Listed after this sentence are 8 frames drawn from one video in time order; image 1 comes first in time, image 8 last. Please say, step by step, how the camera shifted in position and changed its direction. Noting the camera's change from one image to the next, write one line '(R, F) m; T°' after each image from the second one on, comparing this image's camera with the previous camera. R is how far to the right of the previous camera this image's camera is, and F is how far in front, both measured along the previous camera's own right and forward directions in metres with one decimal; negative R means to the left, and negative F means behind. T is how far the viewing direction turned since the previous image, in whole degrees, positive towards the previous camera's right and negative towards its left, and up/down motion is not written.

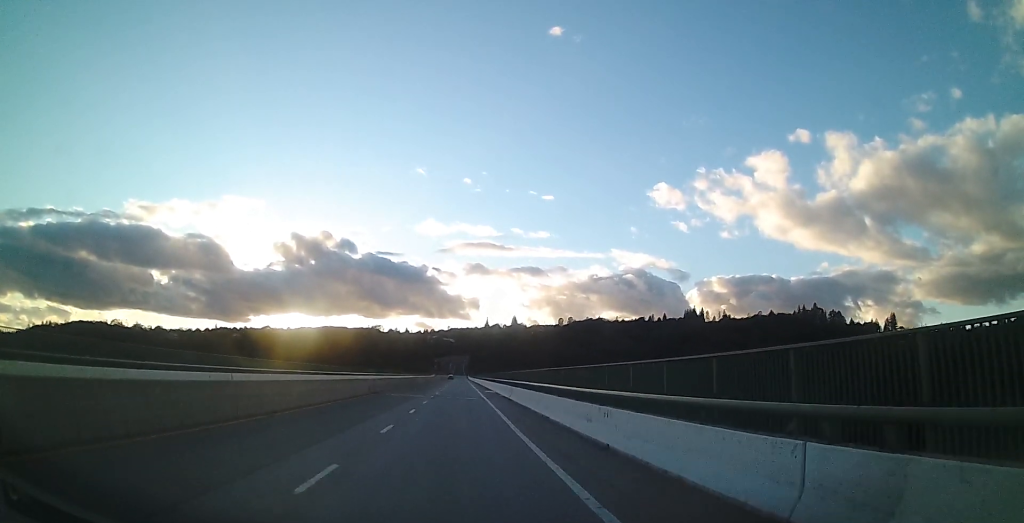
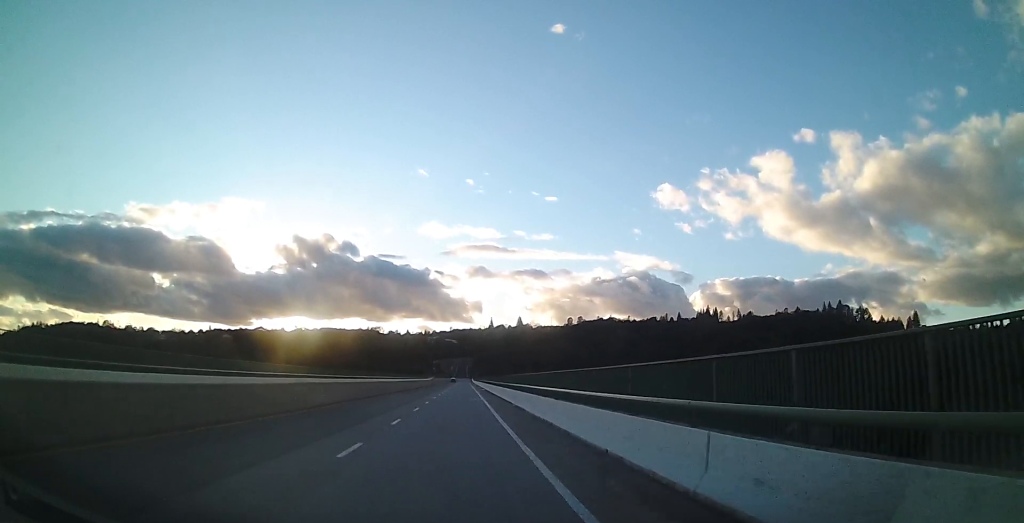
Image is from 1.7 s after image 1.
(-0.3, +48.0) m; 0°
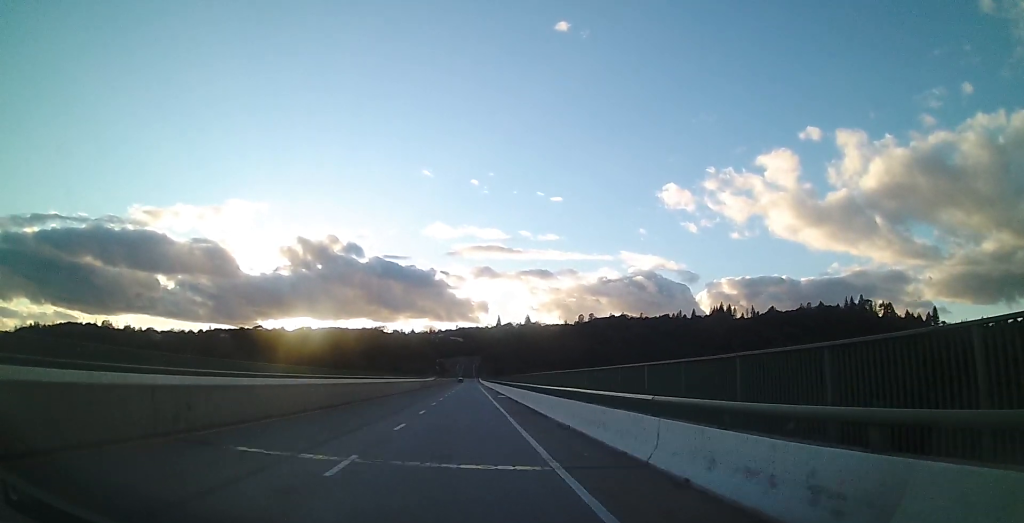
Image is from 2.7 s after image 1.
(-0.1, +30.7) m; -1°
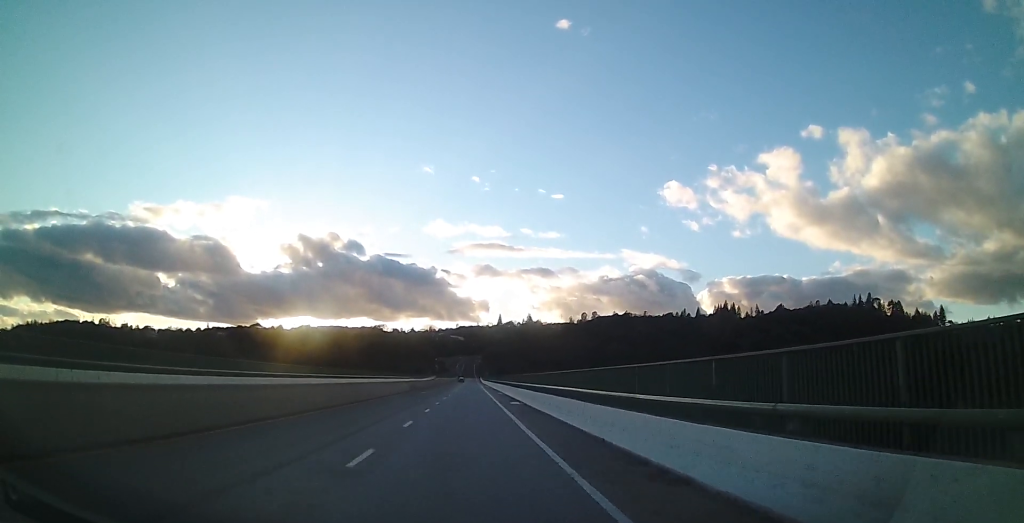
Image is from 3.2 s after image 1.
(-0.1, +13.5) m; 0°
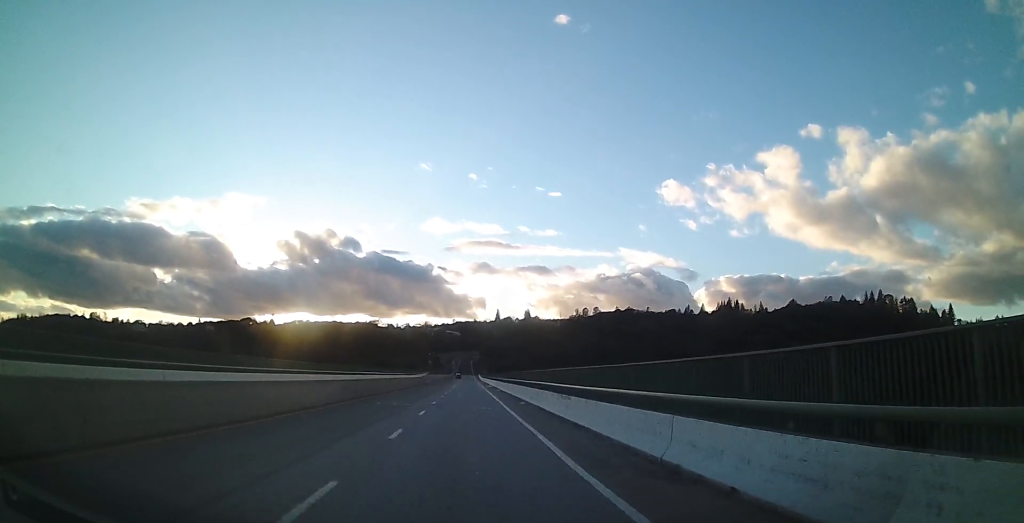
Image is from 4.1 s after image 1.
(-0.1, +25.2) m; 0°
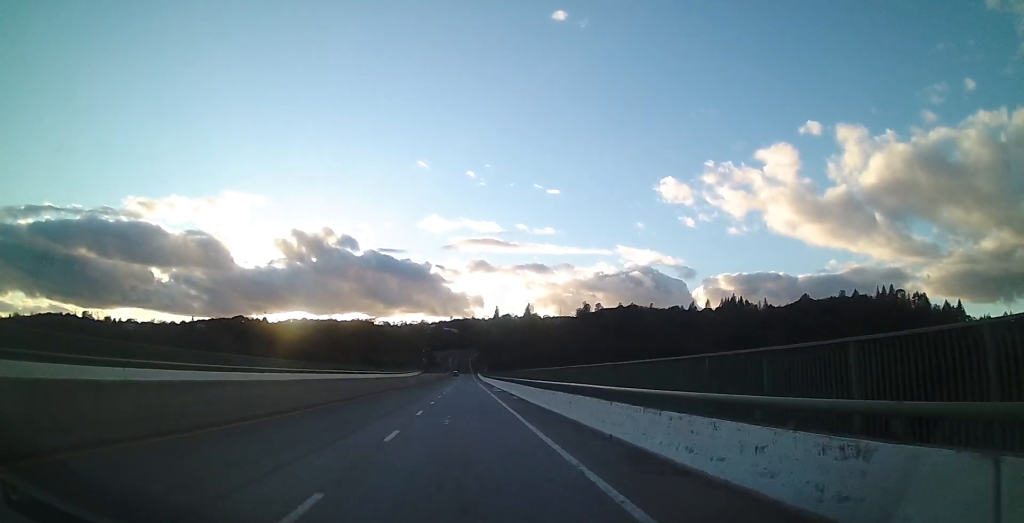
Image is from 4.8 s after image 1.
(0.0, +22.6) m; 0°
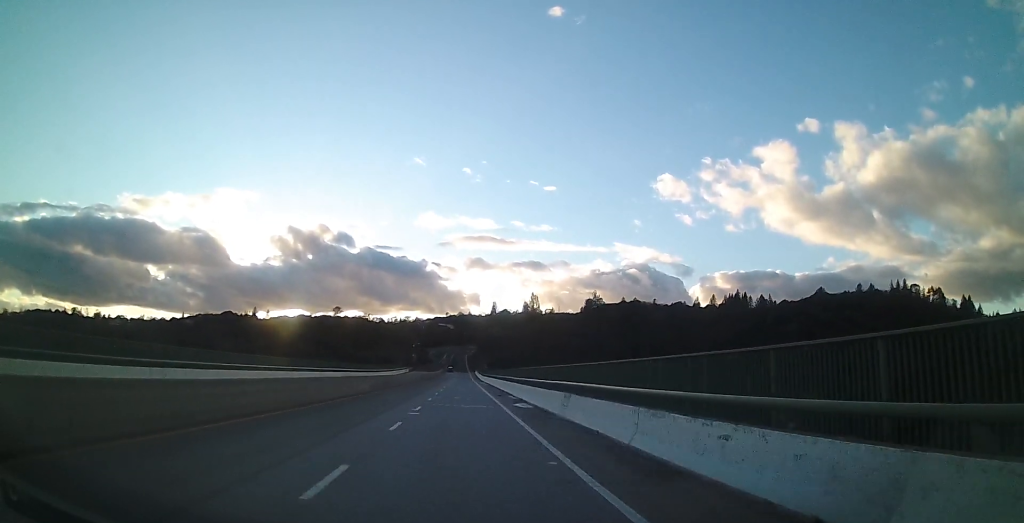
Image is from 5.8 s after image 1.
(0.0, +27.5) m; 0°
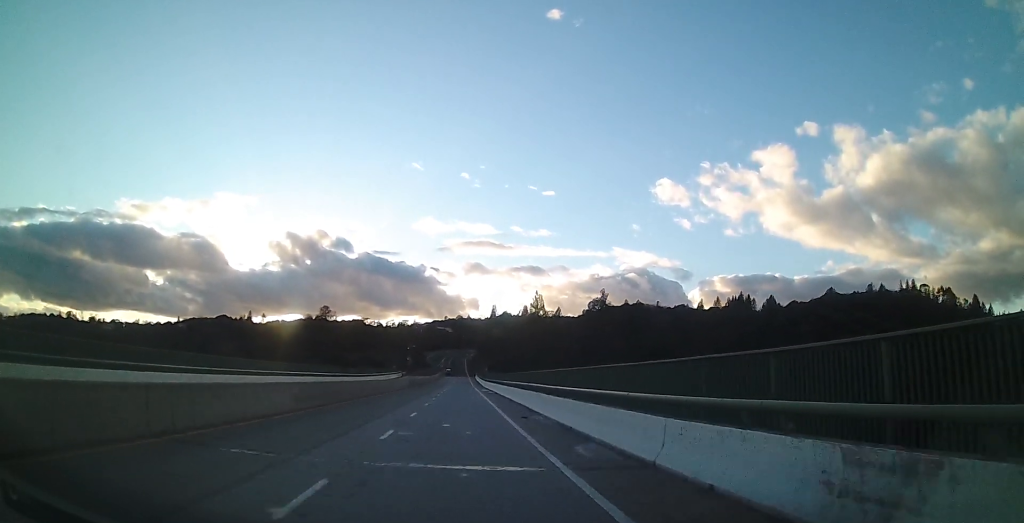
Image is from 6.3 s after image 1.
(0.0, +15.7) m; 0°
